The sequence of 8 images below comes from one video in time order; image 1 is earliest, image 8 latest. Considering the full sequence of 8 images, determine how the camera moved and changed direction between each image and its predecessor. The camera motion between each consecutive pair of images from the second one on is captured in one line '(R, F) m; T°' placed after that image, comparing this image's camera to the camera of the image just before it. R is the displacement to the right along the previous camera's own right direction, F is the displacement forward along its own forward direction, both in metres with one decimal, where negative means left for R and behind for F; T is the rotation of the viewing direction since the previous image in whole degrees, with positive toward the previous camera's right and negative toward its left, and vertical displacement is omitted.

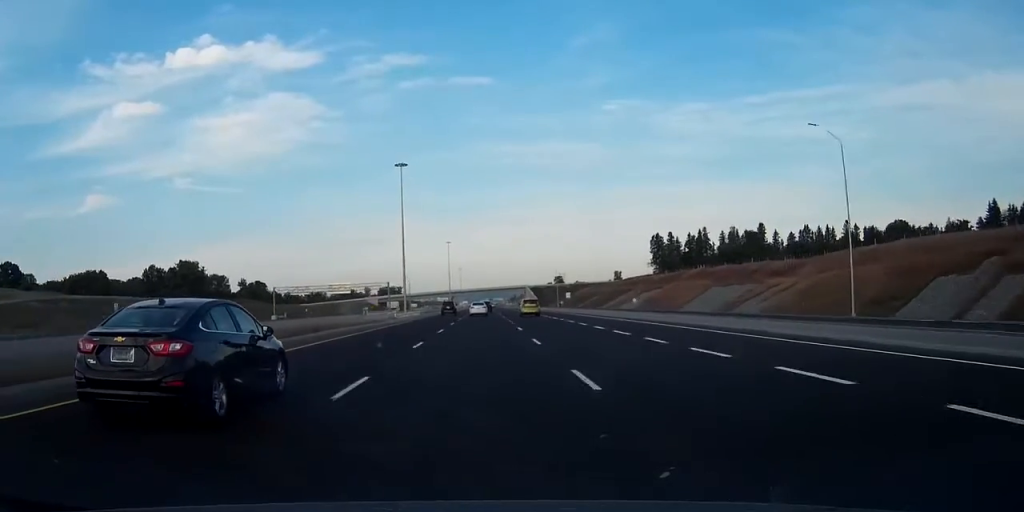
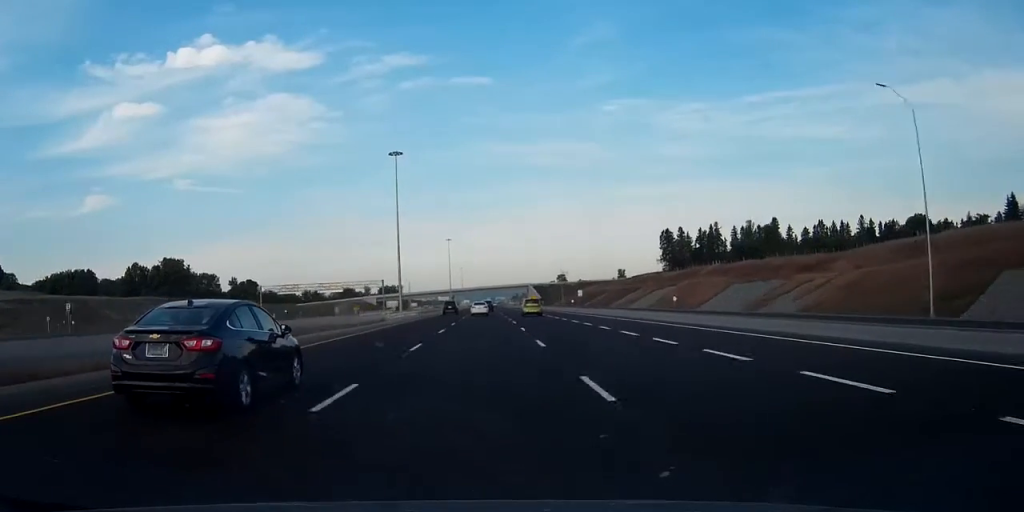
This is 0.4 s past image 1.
(0.0, +13.1) m; 0°
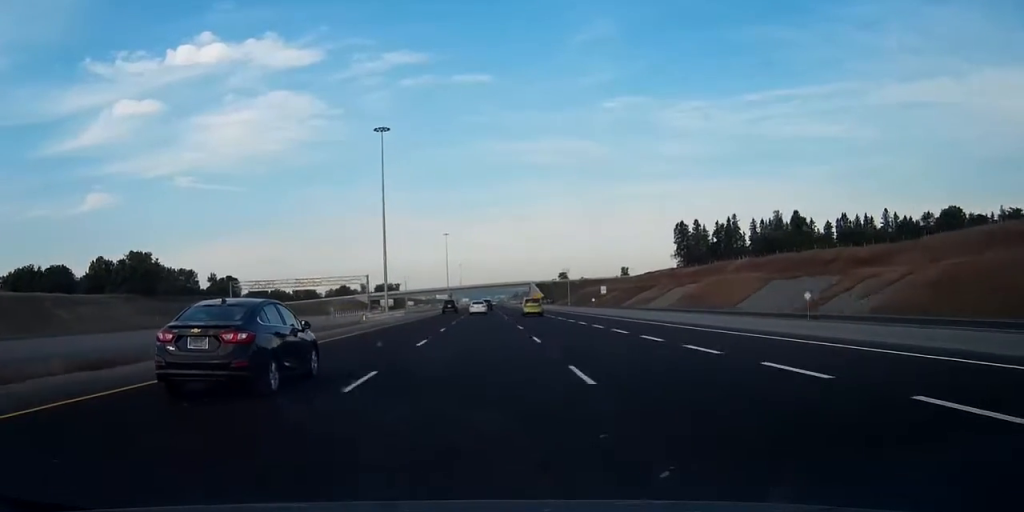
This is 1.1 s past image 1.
(0.0, +21.9) m; 0°
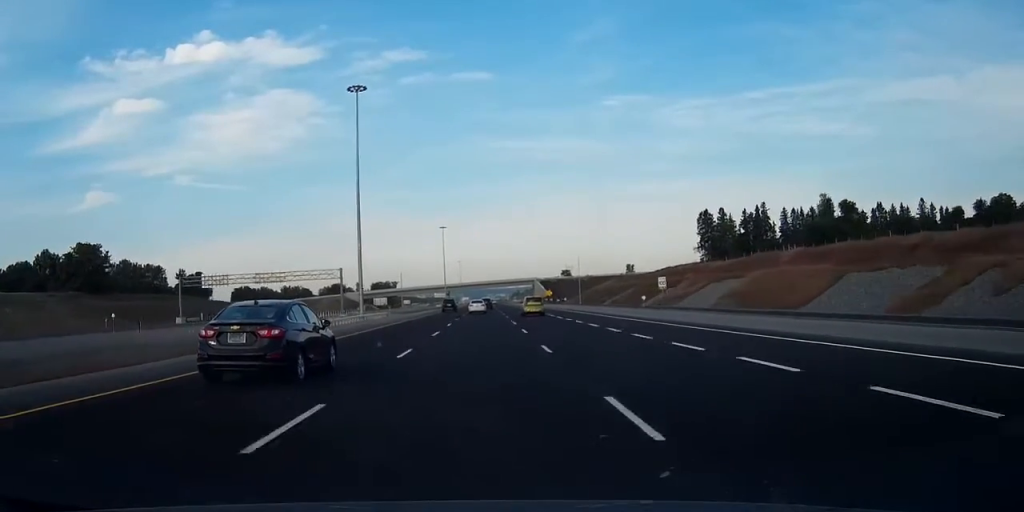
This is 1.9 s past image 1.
(-0.1, +28.5) m; 0°
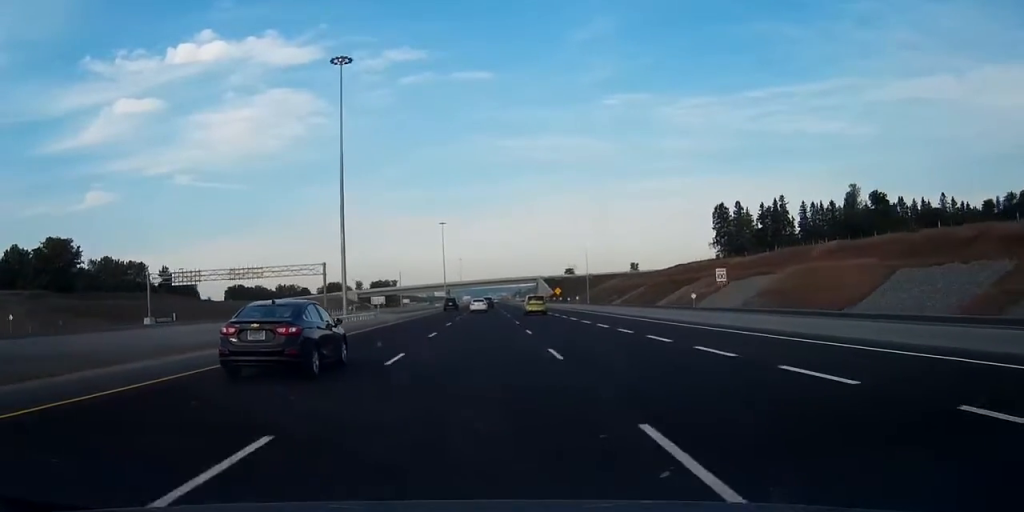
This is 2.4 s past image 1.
(0.0, +14.2) m; 0°
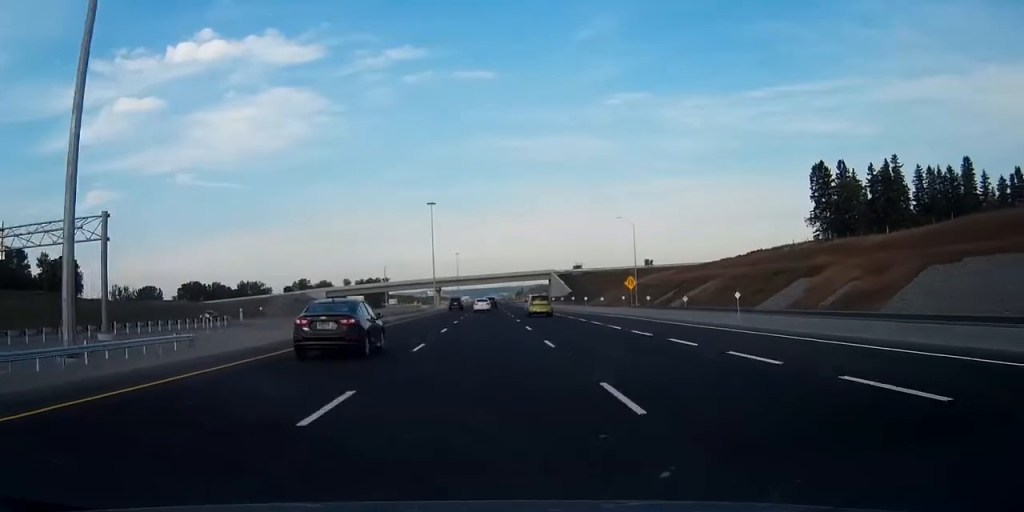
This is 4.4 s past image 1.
(+0.1, +67.8) m; 0°
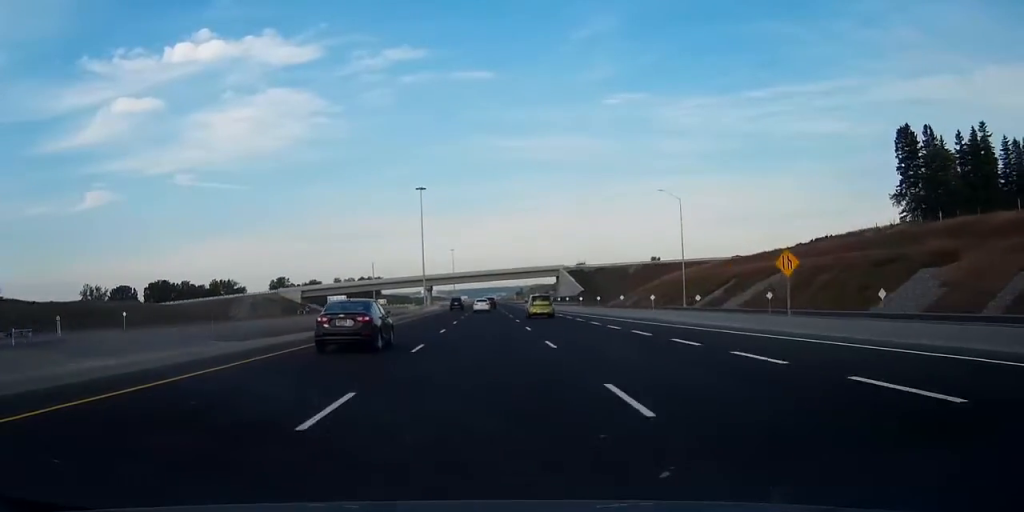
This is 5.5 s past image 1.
(0.0, +35.9) m; 0°
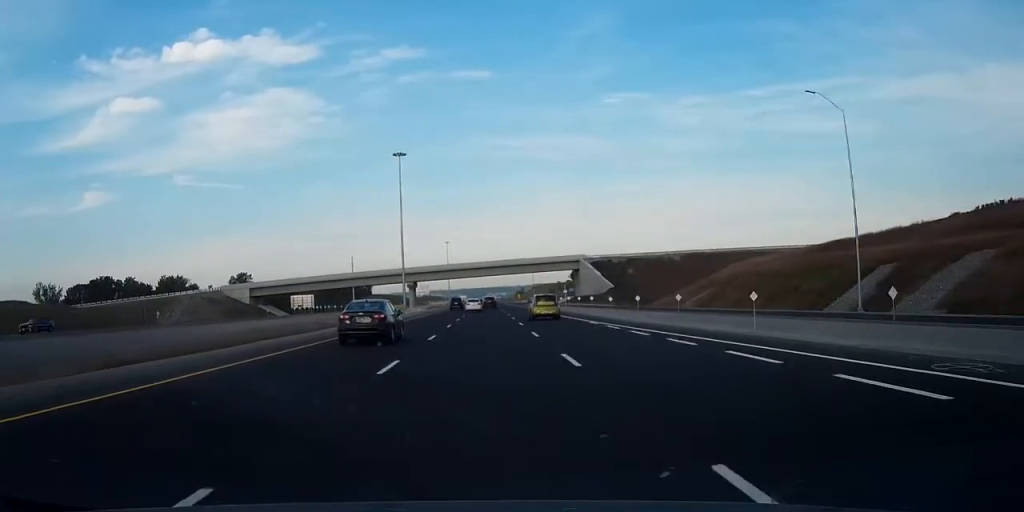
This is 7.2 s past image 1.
(-0.1, +53.2) m; 0°
